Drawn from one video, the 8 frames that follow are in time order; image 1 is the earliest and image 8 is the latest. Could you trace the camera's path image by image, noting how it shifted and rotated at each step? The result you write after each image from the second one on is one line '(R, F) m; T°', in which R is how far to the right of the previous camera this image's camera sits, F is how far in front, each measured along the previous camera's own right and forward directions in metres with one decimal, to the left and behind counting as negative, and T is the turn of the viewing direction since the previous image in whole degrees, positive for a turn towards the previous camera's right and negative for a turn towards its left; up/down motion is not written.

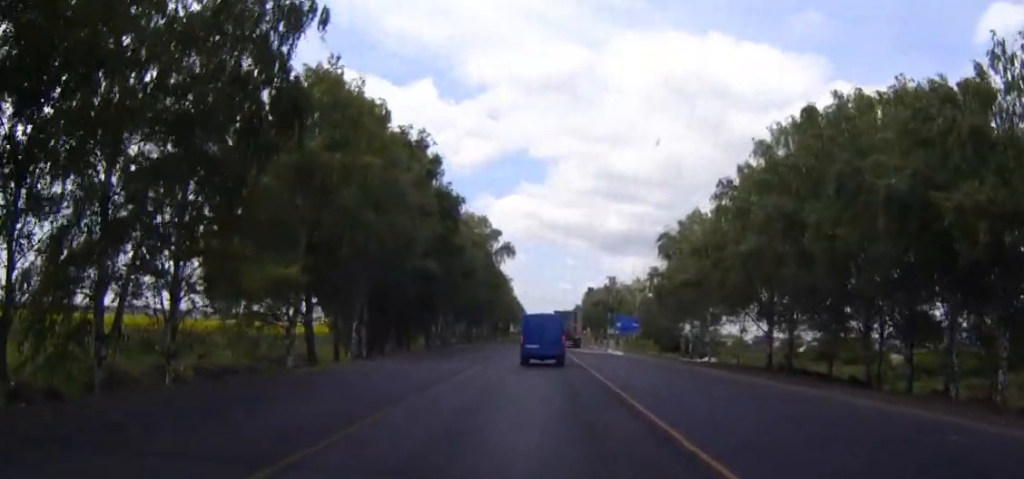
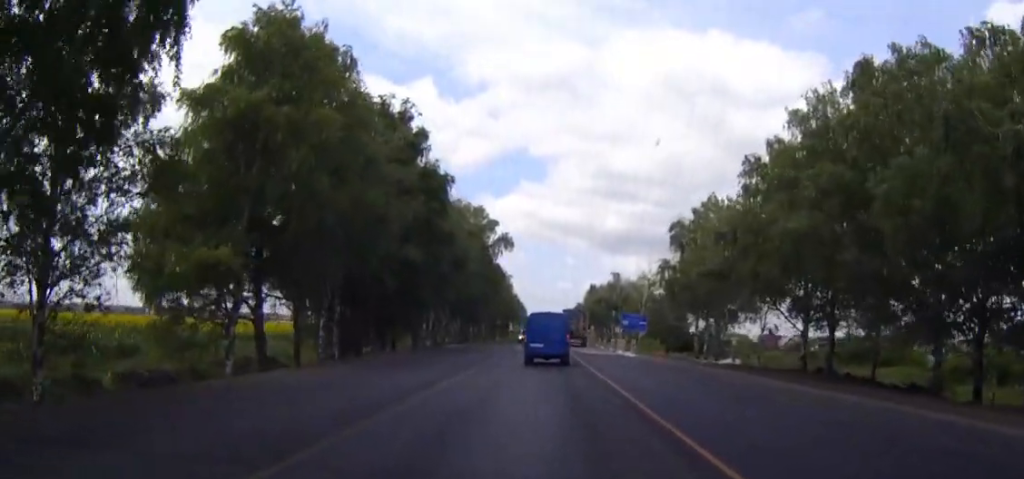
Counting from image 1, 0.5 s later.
(-0.1, +8.9) m; 0°
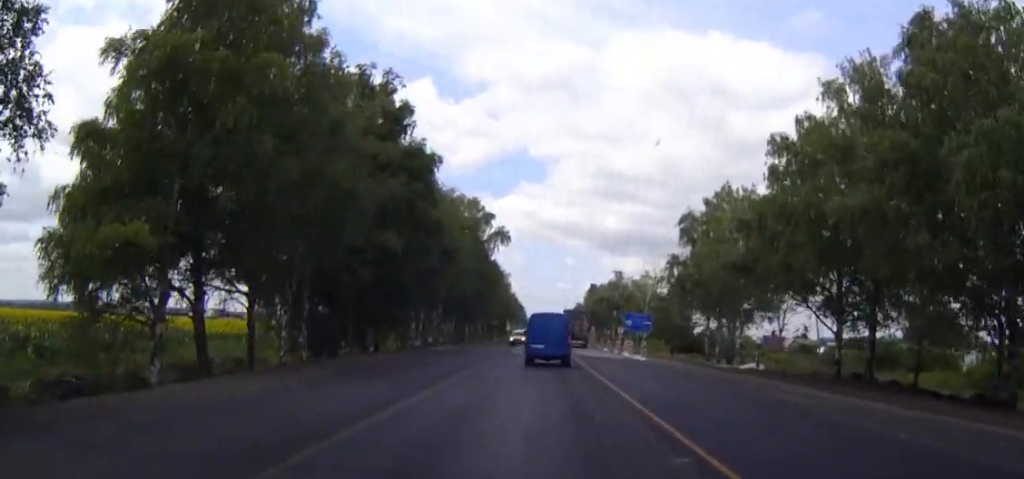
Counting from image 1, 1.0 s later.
(0.0, +7.0) m; 0°
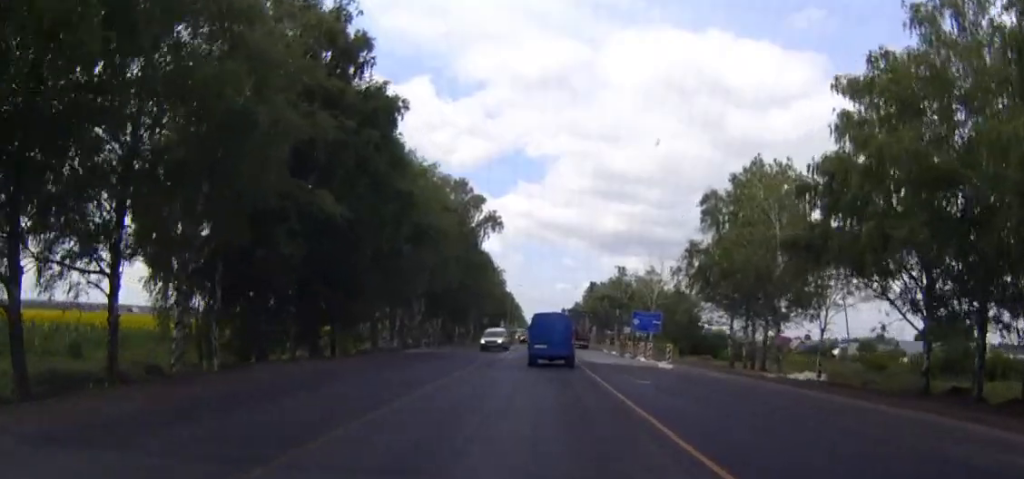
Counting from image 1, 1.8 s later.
(0.0, +12.9) m; 0°
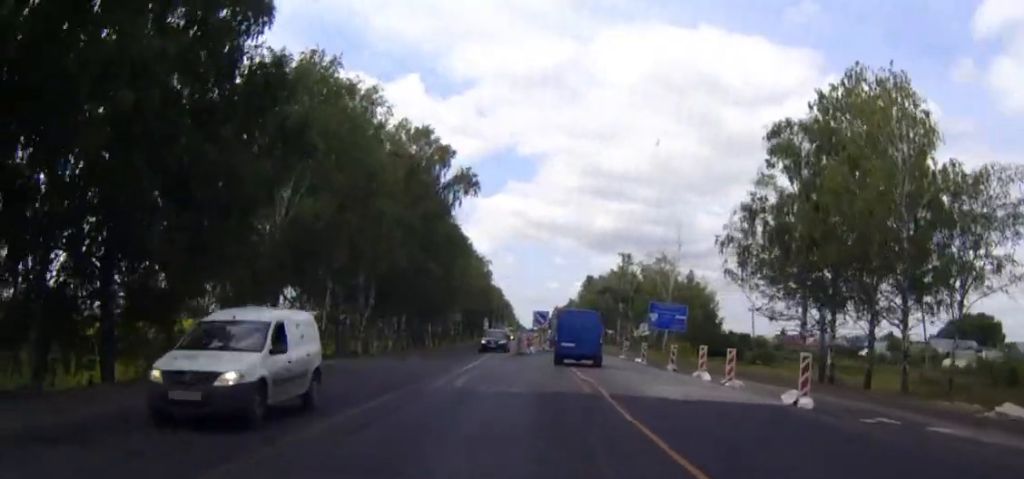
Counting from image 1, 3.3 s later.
(+0.1, +23.9) m; +1°
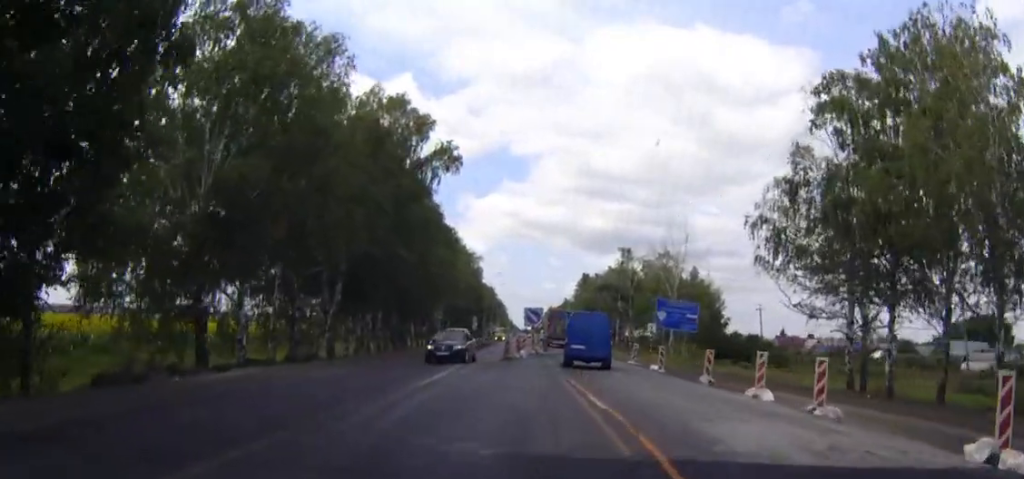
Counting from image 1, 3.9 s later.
(0.0, +9.7) m; +1°
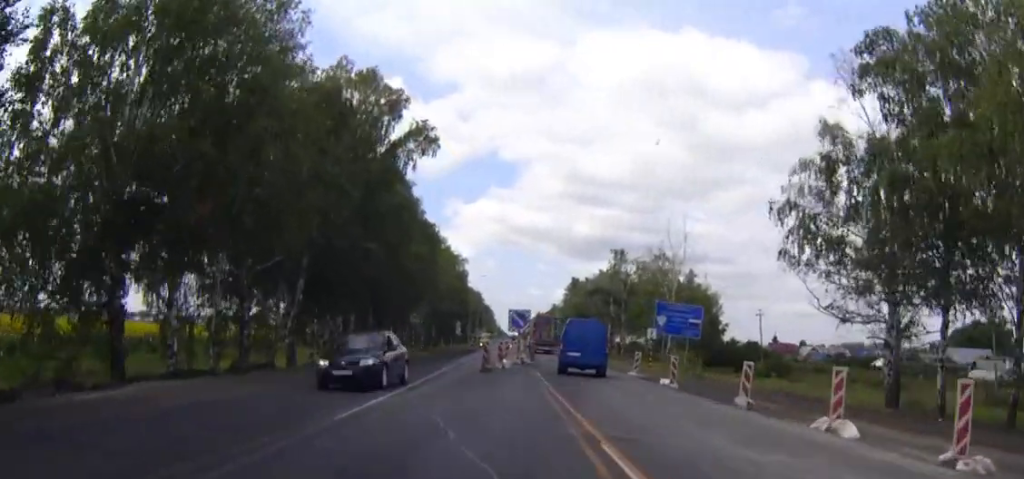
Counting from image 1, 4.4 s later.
(0.0, +7.0) m; +1°
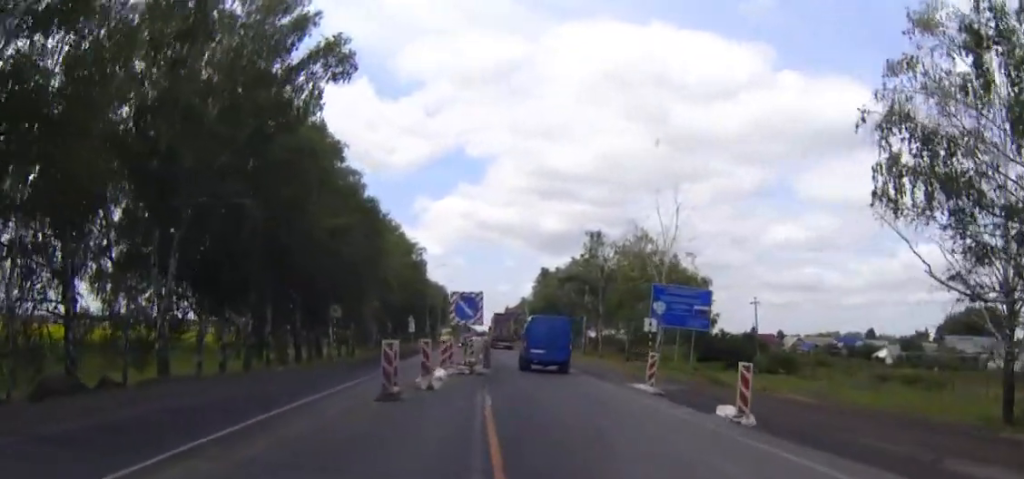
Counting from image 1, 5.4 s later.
(+0.3, +15.2) m; +2°
